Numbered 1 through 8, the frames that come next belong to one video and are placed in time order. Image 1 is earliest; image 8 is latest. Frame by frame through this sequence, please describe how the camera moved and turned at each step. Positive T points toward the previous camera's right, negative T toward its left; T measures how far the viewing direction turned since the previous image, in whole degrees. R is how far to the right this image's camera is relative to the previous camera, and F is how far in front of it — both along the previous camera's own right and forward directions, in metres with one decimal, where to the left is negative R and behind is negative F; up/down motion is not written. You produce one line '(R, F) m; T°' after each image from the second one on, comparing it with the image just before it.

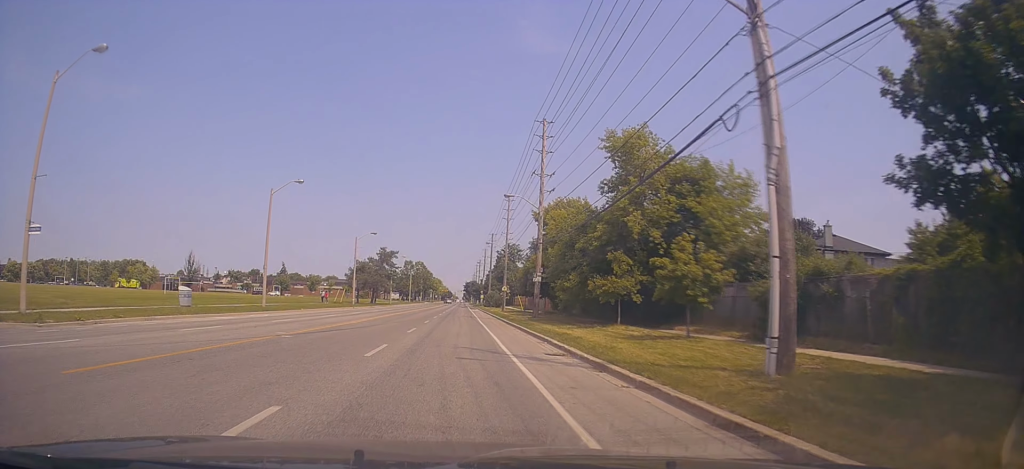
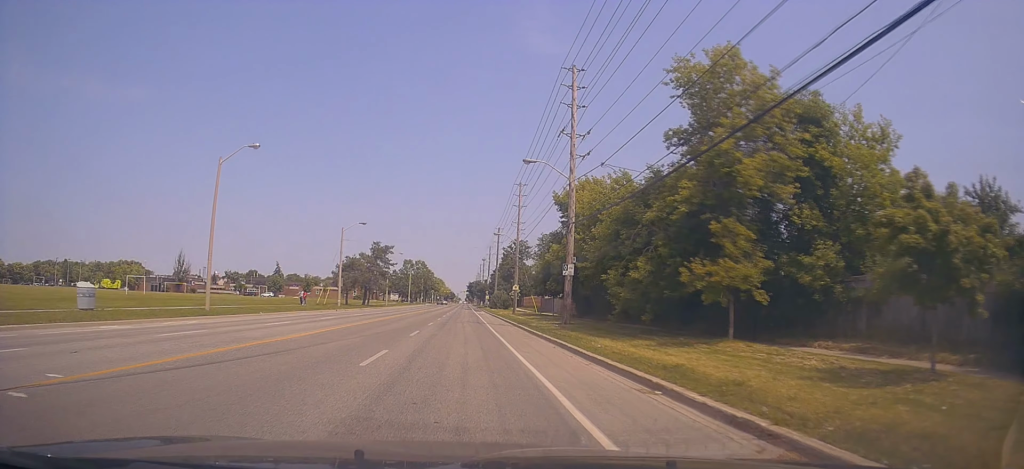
(0.0, +11.0) m; -2°
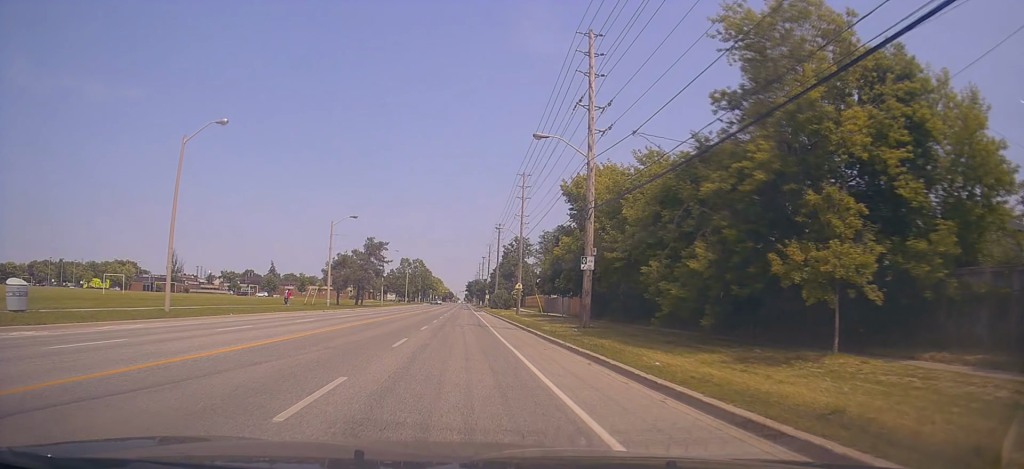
(-0.1, +4.7) m; 0°
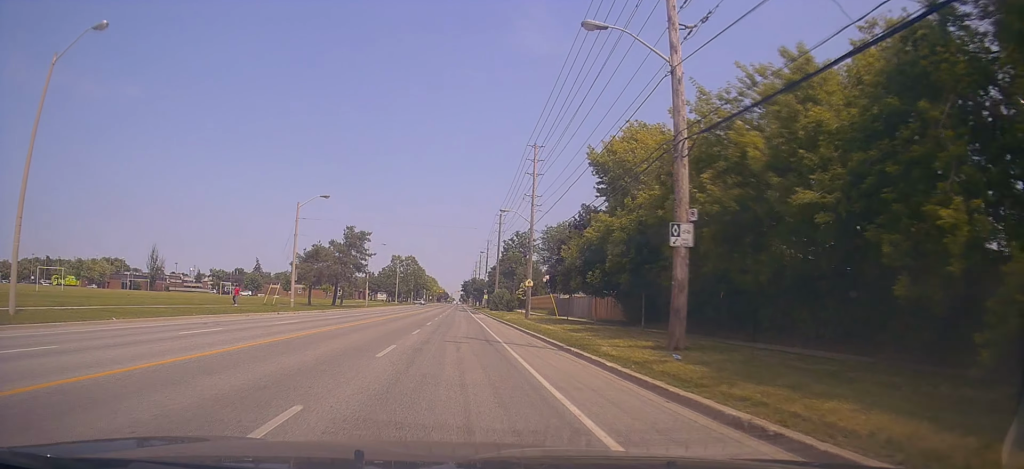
(-0.1, +11.6) m; +1°
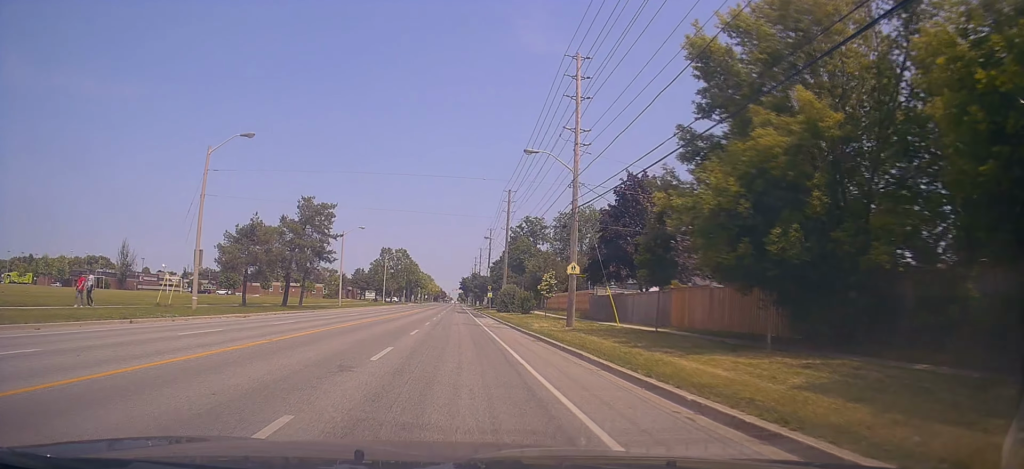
(+0.4, +18.3) m; +1°
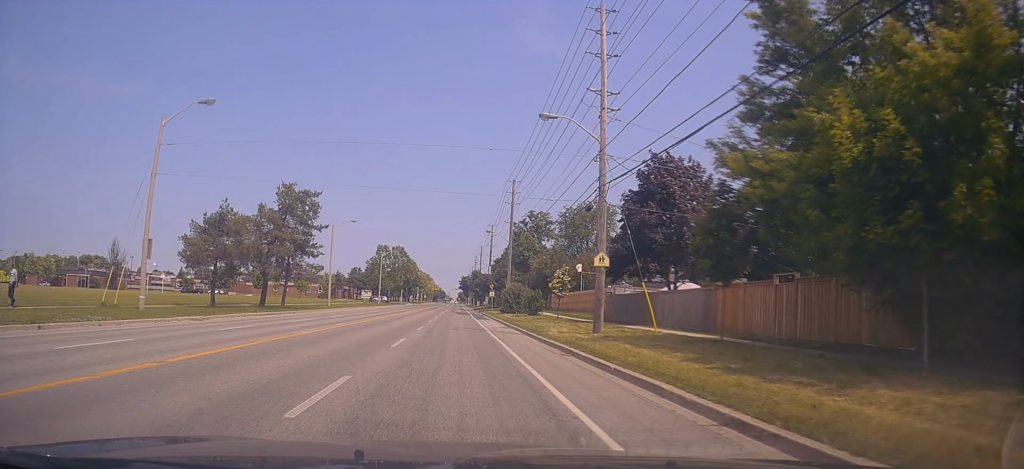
(0.0, +5.4) m; 0°
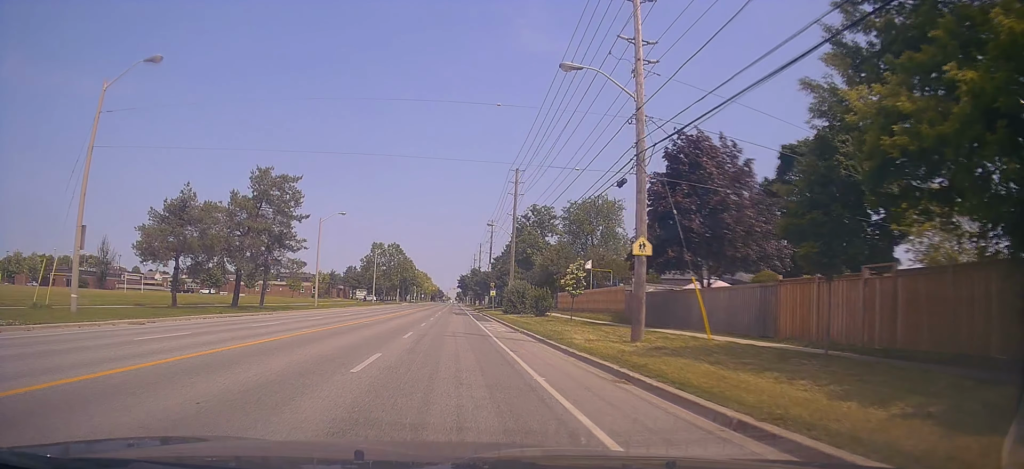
(0.0, +5.4) m; 0°
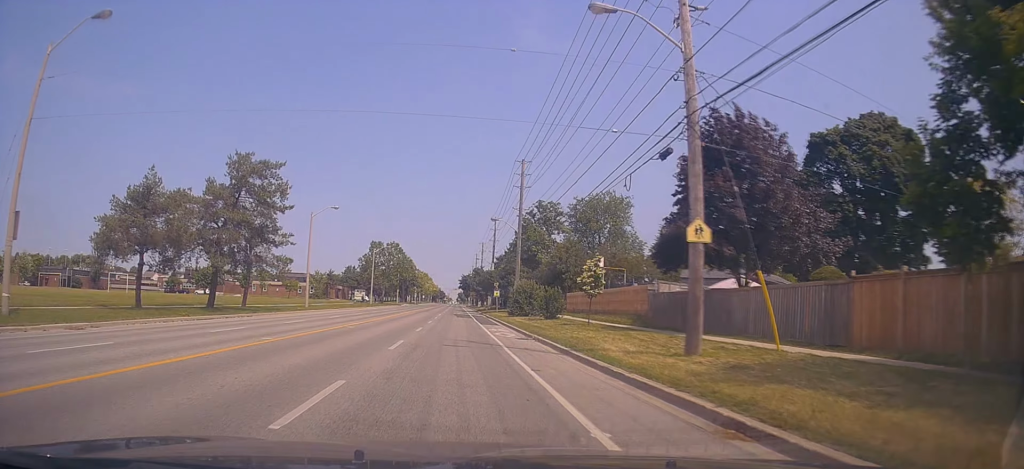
(0.0, +4.2) m; 0°
